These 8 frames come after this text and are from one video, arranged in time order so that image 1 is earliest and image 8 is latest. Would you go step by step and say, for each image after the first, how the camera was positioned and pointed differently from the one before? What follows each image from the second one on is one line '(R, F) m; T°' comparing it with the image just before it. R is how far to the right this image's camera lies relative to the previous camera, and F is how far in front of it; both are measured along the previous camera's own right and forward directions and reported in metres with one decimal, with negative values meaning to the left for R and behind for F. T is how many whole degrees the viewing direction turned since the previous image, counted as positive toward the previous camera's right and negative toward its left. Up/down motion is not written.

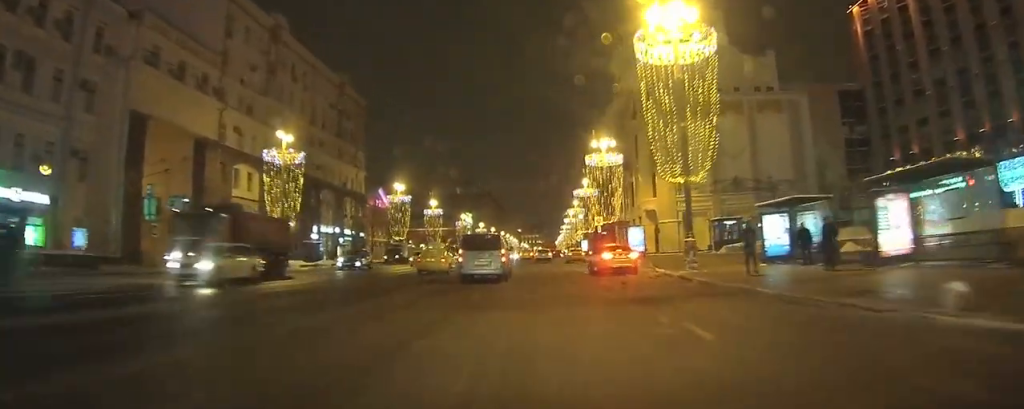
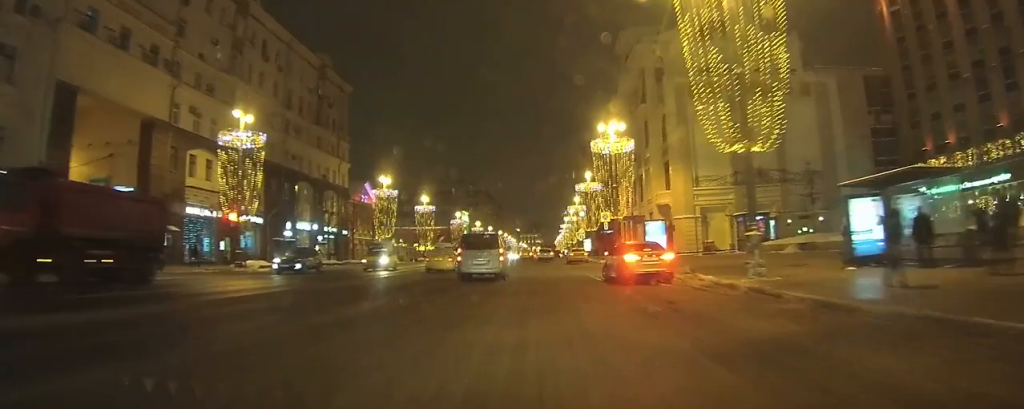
(+0.1, +7.6) m; 0°
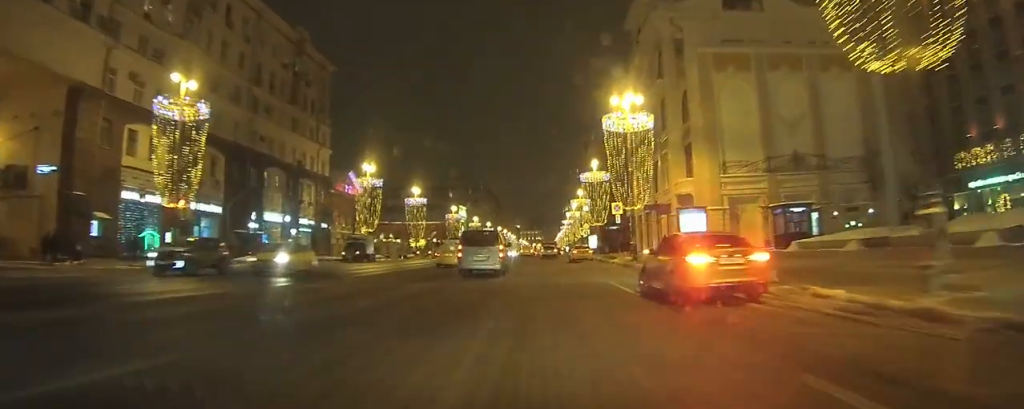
(+0.1, +8.4) m; 0°
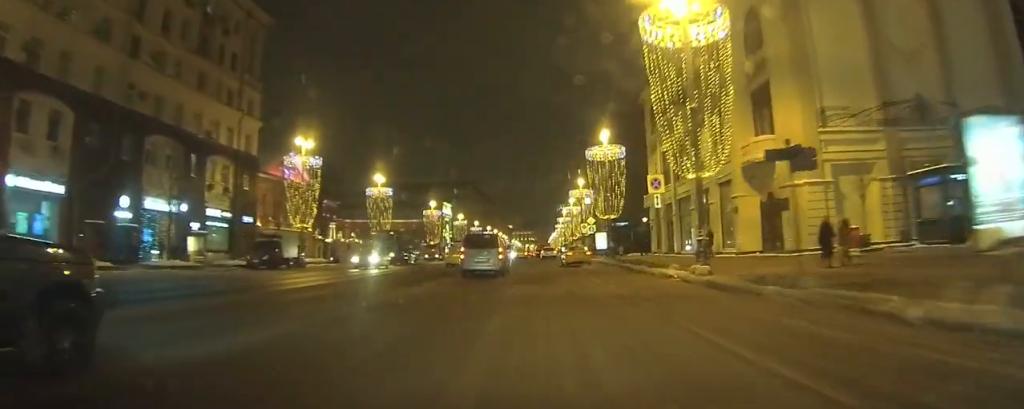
(-0.2, +18.6) m; 0°
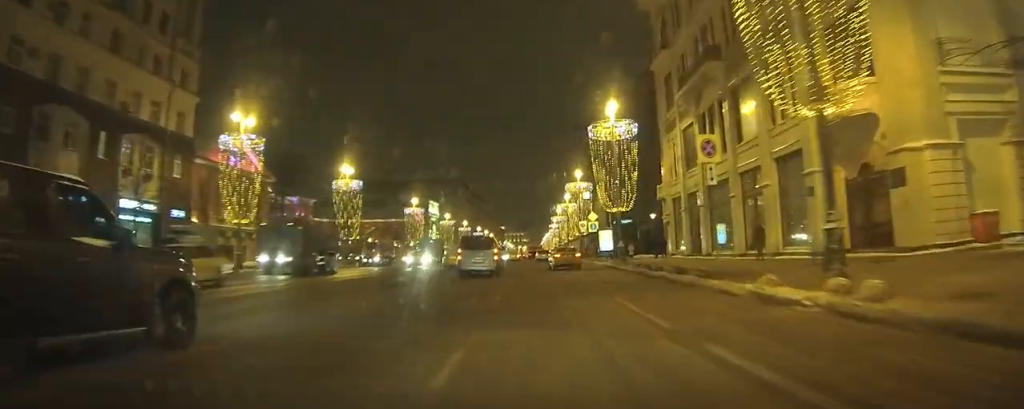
(0.0, +10.5) m; +1°
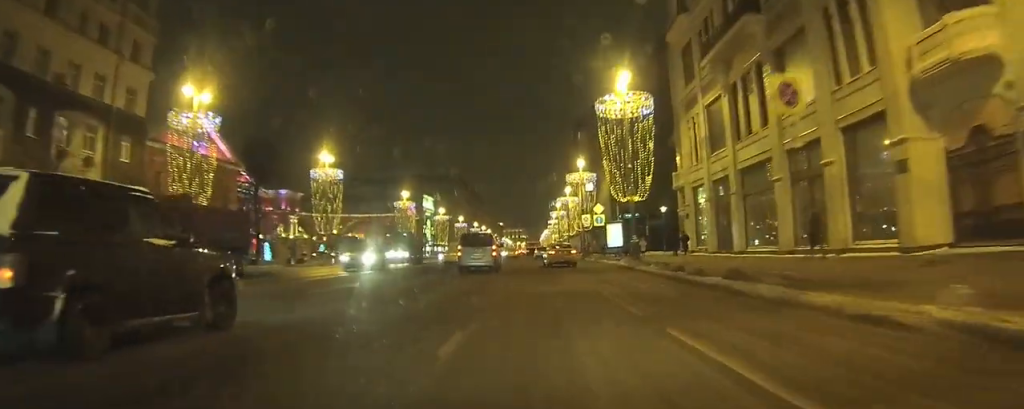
(+0.1, +6.5) m; 0°
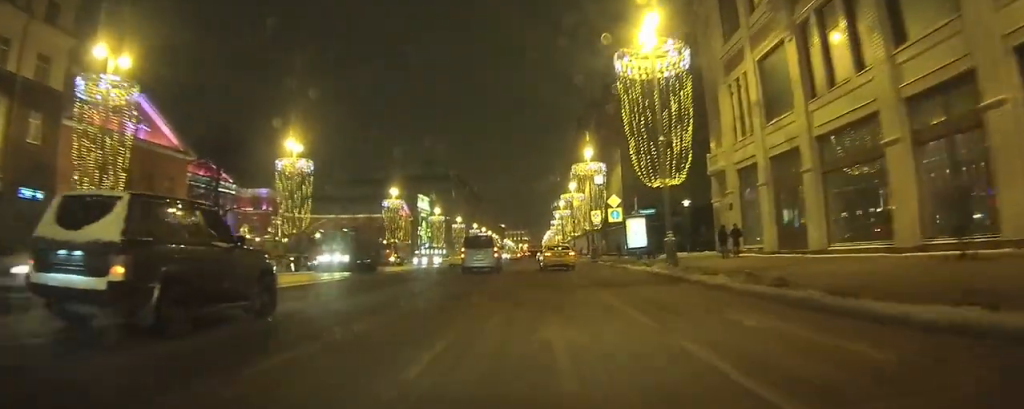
(+0.1, +9.0) m; 0°
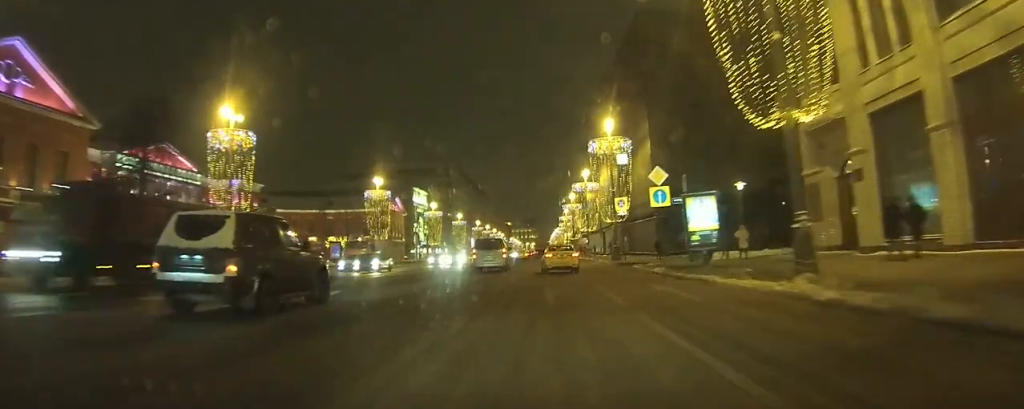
(-0.3, +12.7) m; -1°
